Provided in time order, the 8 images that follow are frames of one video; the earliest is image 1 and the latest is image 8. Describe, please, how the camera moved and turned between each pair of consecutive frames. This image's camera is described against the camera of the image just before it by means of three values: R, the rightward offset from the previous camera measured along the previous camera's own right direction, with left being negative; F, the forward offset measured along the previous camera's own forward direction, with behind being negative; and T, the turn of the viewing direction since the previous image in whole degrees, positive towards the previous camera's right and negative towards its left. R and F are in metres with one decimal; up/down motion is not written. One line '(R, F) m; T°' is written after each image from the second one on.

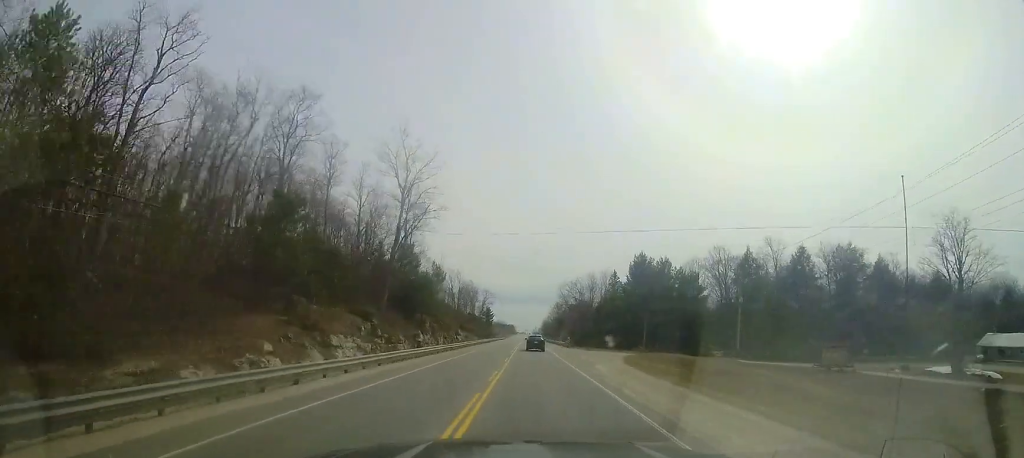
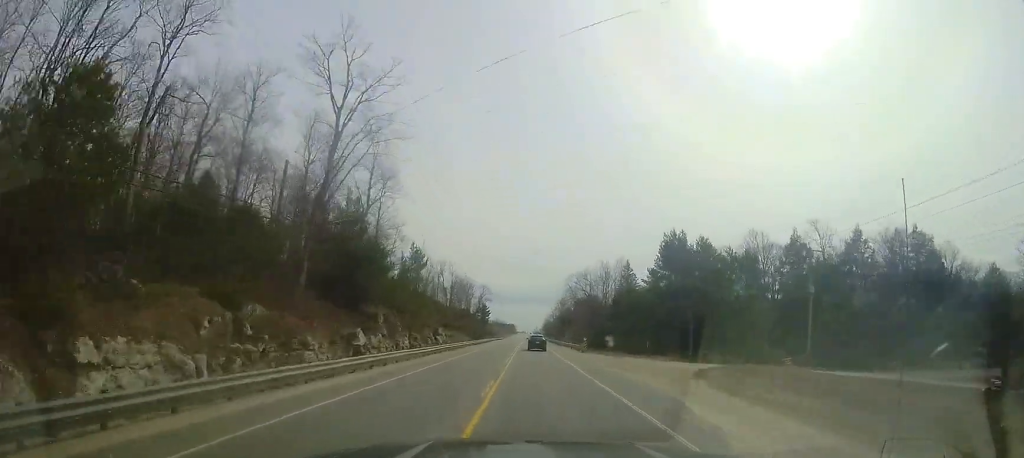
(0.0, +13.0) m; 0°
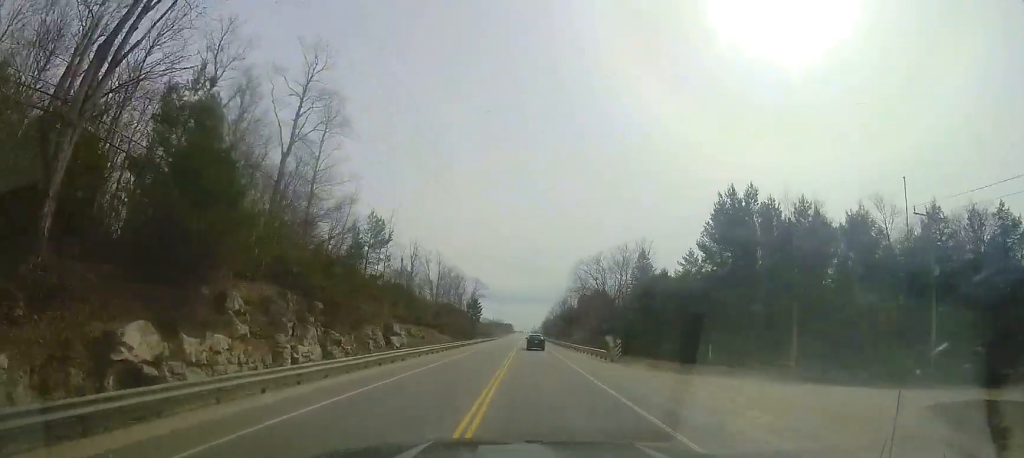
(-0.1, +13.8) m; 0°
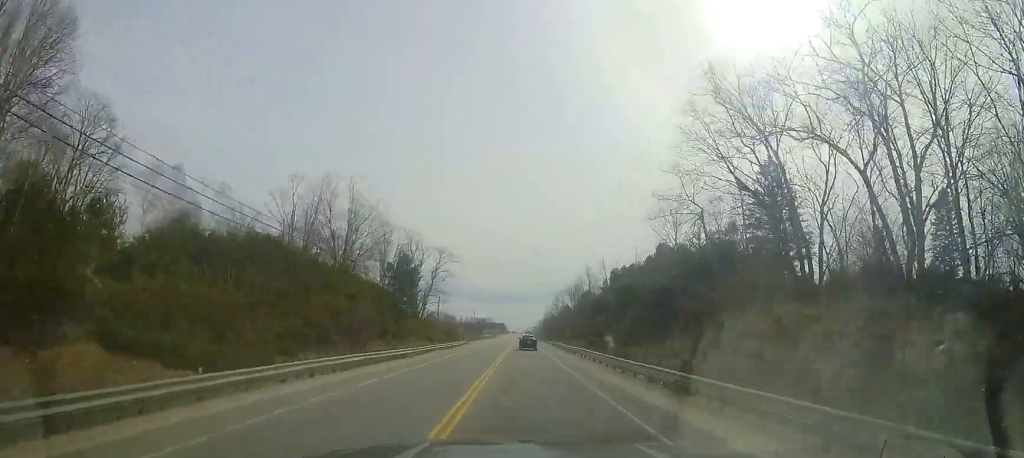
(+0.2, +45.8) m; 0°
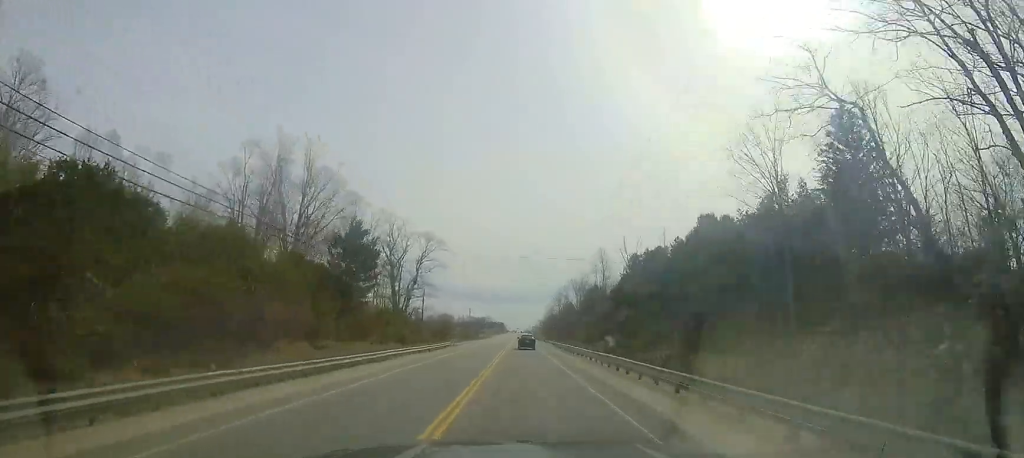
(0.0, +10.7) m; 0°
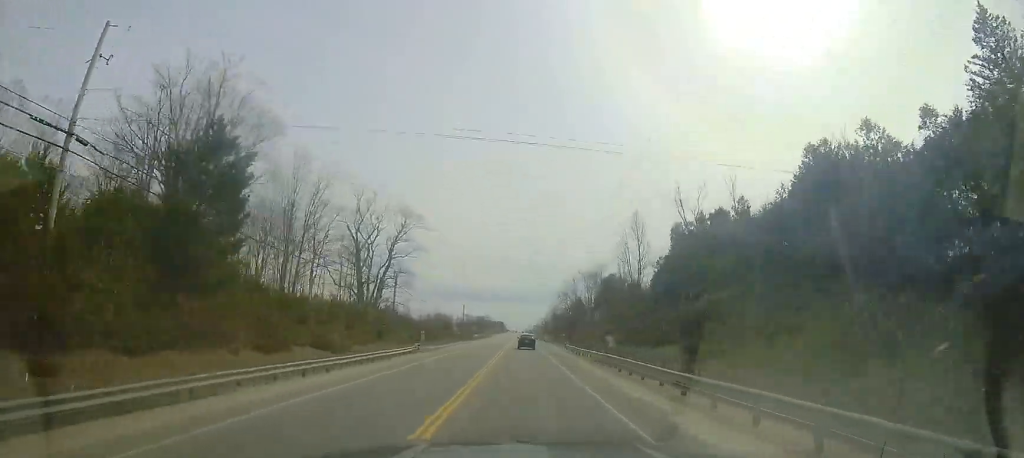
(0.0, +14.0) m; 0°
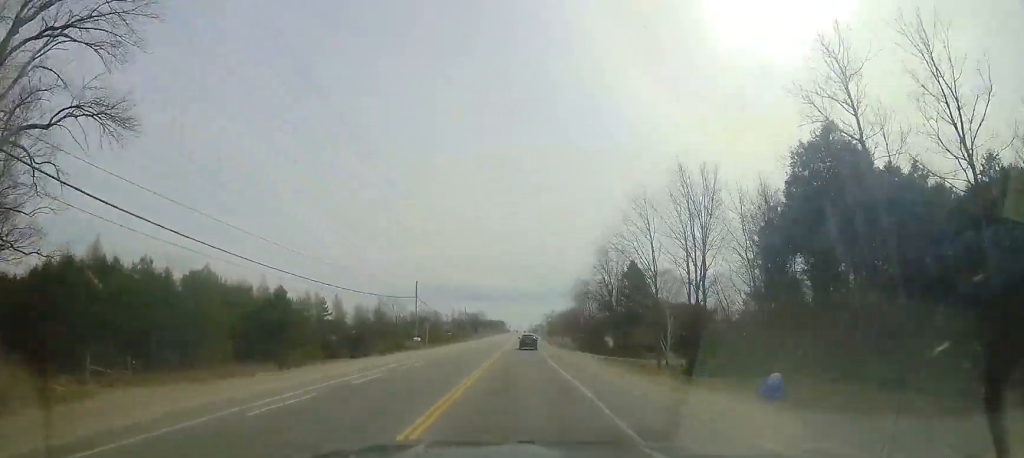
(+0.1, +47.7) m; 0°
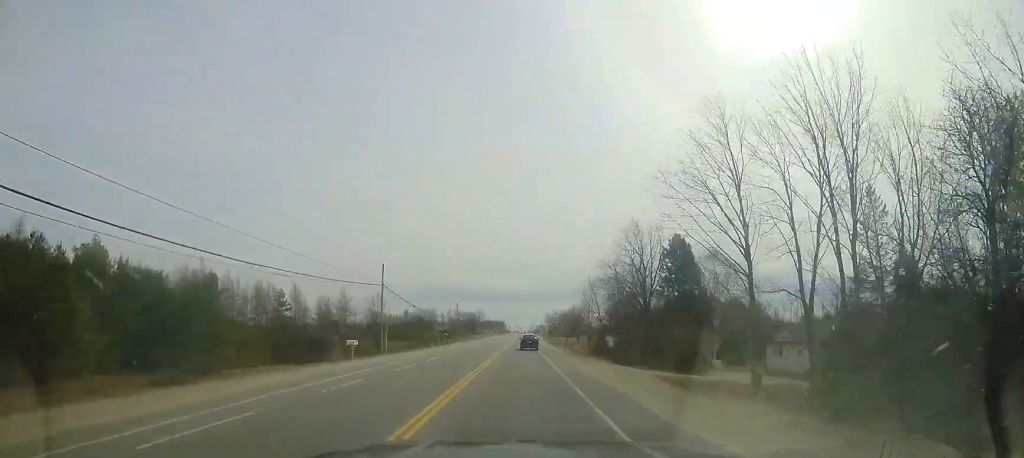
(0.0, +14.3) m; 0°
